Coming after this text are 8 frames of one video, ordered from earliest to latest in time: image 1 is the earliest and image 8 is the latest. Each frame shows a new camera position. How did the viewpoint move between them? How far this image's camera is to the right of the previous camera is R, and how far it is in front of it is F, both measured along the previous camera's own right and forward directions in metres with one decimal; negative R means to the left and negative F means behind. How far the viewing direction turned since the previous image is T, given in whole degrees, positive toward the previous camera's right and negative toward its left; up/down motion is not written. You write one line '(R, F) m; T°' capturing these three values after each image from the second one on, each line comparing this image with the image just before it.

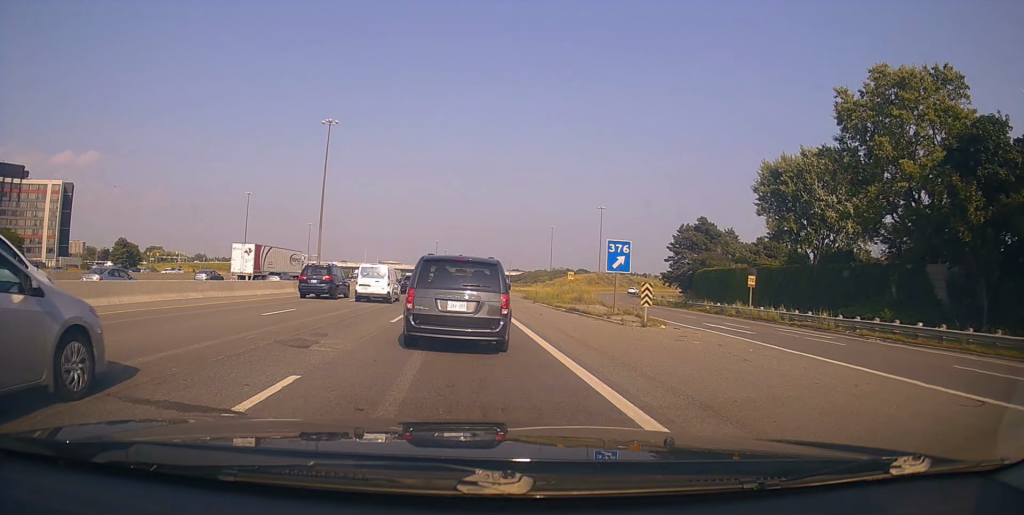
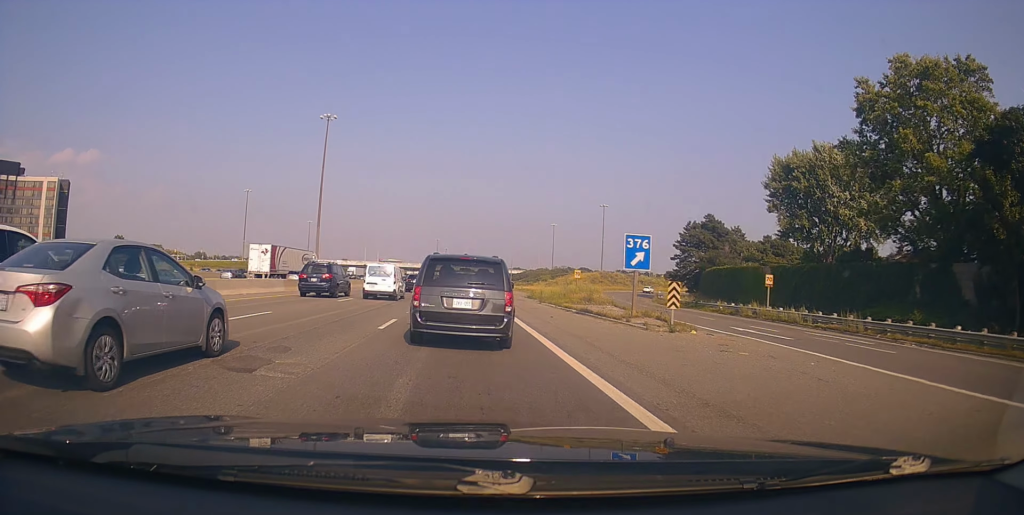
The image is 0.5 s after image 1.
(0.0, +2.4) m; 0°
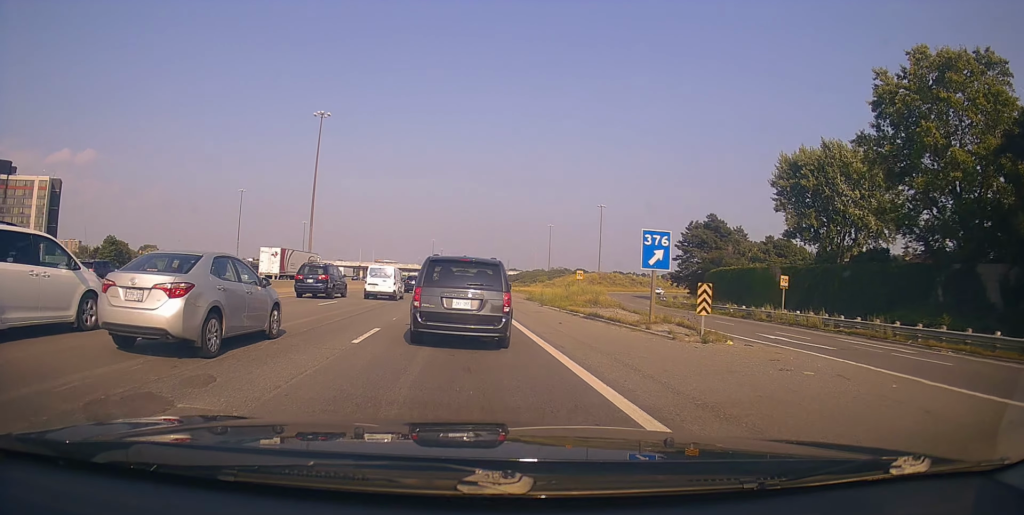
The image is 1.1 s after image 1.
(0.0, +2.5) m; 0°
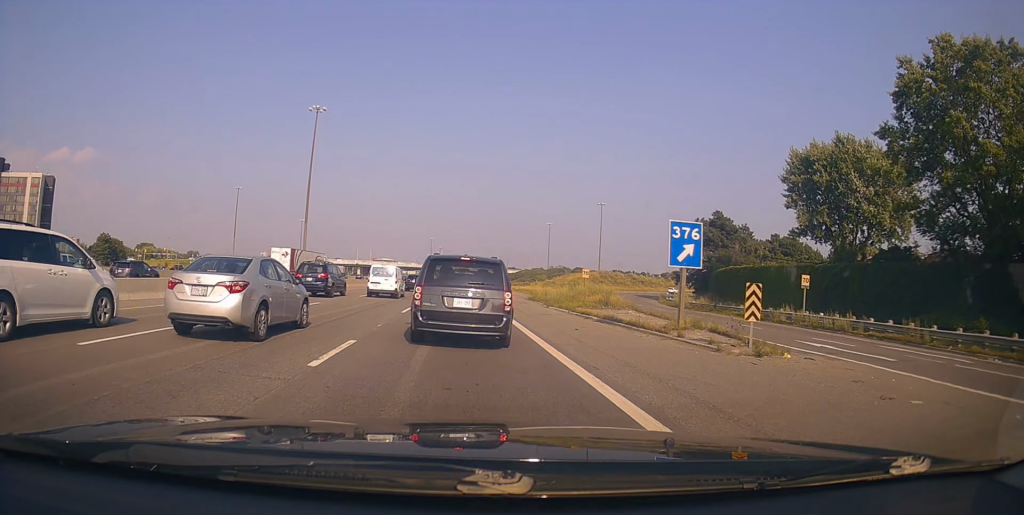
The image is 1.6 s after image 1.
(0.0, +2.7) m; 0°
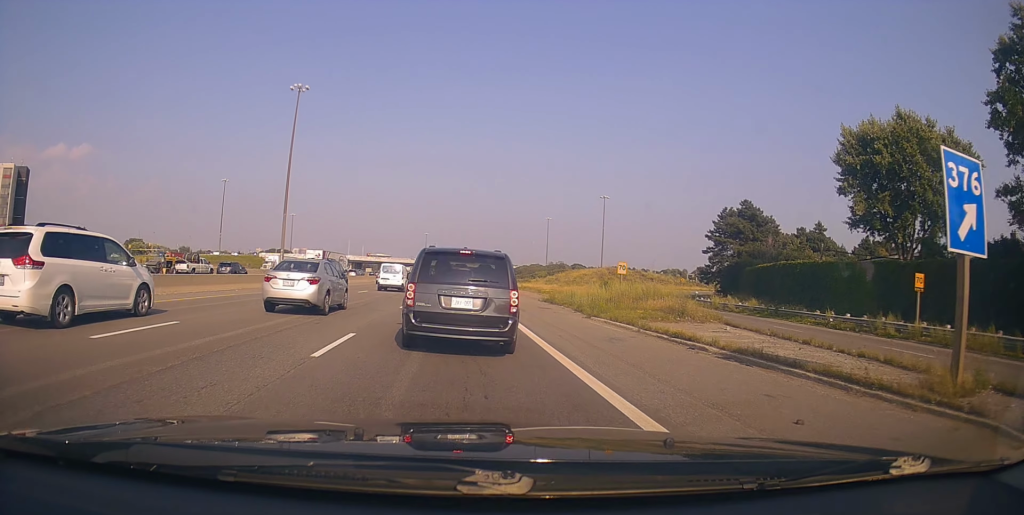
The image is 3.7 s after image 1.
(0.0, +11.7) m; 0°
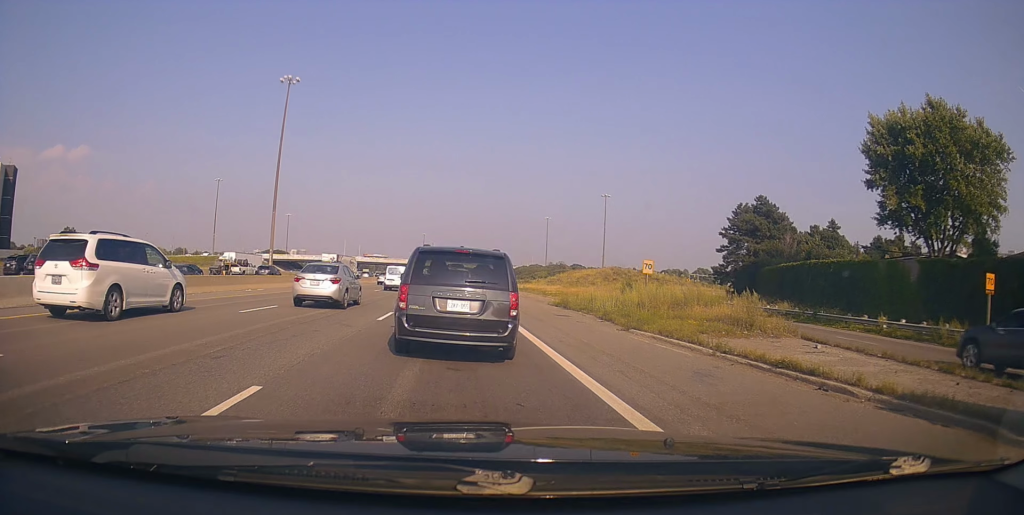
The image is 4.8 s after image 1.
(0.0, +6.0) m; 0°
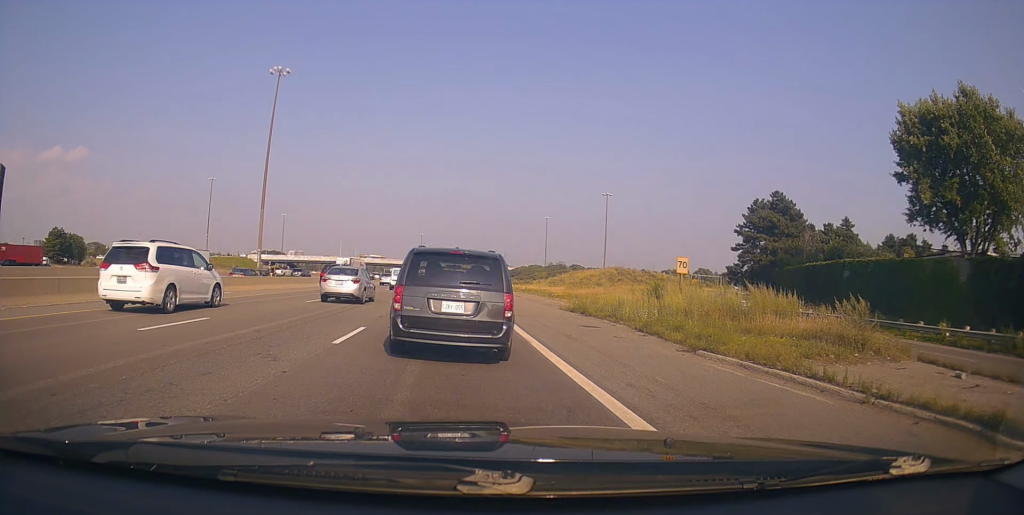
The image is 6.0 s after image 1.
(0.0, +5.7) m; 0°
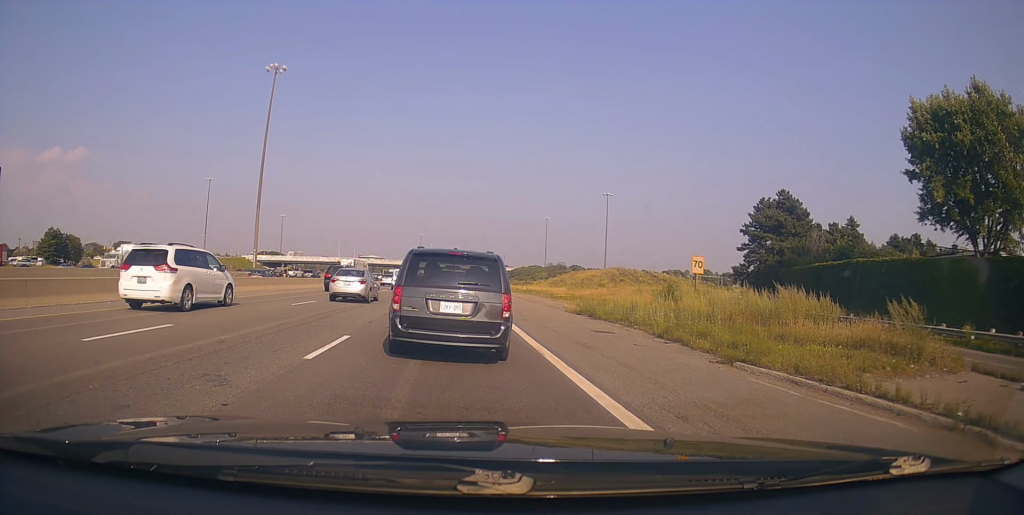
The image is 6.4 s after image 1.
(0.0, +1.9) m; 0°
